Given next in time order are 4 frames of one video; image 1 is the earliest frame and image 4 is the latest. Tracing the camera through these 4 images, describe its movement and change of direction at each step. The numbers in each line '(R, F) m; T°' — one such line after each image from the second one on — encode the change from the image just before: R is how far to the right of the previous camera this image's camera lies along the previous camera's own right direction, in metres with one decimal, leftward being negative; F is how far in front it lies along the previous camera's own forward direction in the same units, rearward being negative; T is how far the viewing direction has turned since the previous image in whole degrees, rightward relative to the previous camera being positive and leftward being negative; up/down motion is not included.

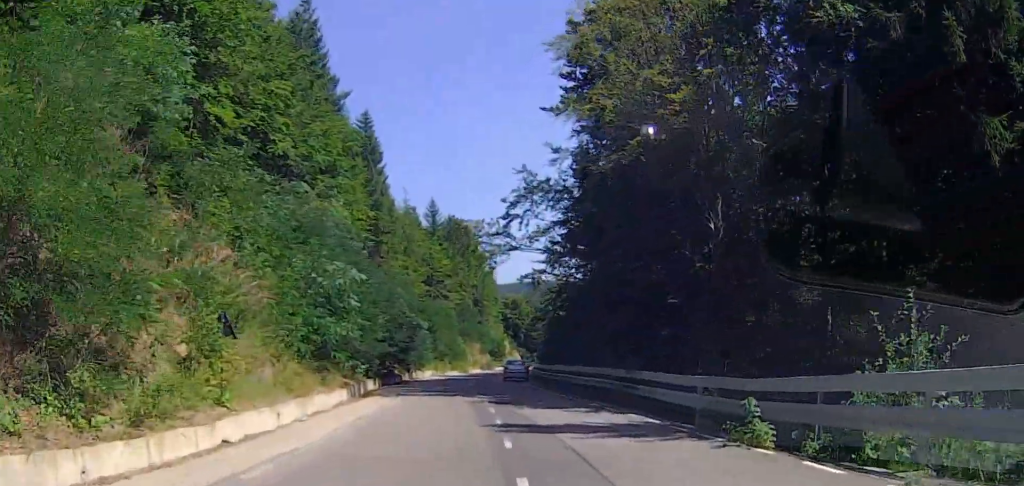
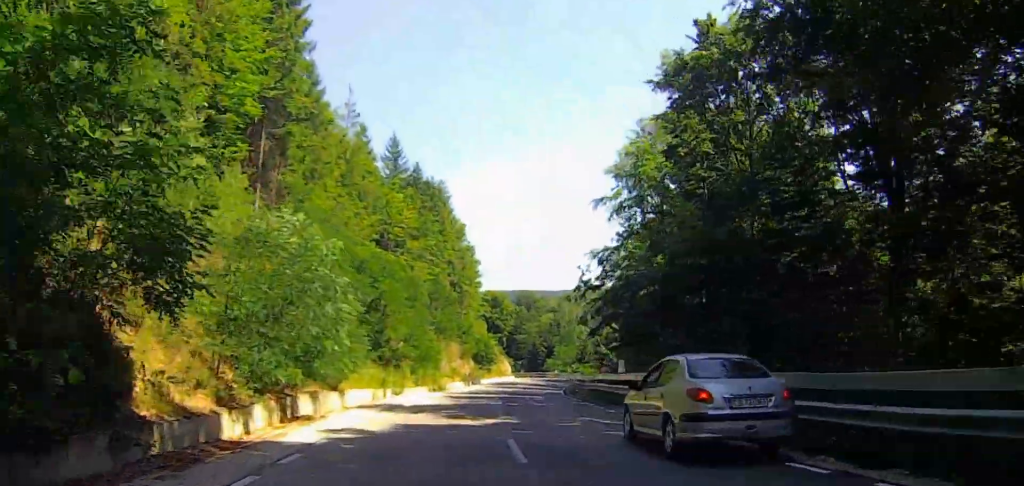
(+0.2, +34.3) m; +1°
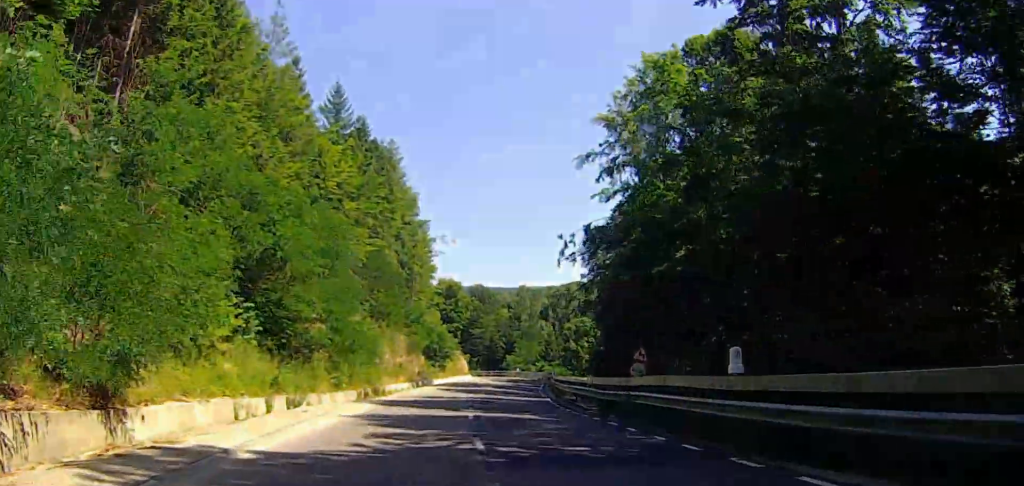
(0.0, +13.6) m; 0°
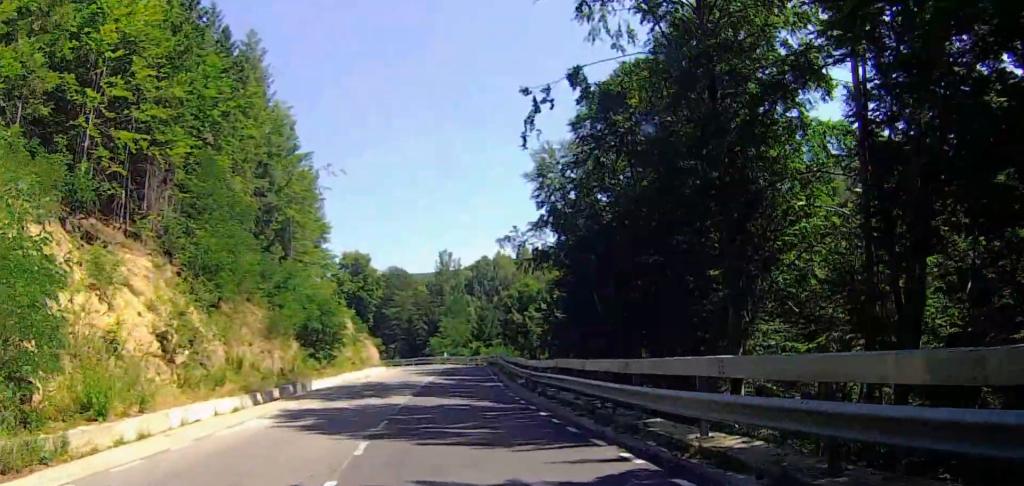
(0.0, +24.0) m; +2°
